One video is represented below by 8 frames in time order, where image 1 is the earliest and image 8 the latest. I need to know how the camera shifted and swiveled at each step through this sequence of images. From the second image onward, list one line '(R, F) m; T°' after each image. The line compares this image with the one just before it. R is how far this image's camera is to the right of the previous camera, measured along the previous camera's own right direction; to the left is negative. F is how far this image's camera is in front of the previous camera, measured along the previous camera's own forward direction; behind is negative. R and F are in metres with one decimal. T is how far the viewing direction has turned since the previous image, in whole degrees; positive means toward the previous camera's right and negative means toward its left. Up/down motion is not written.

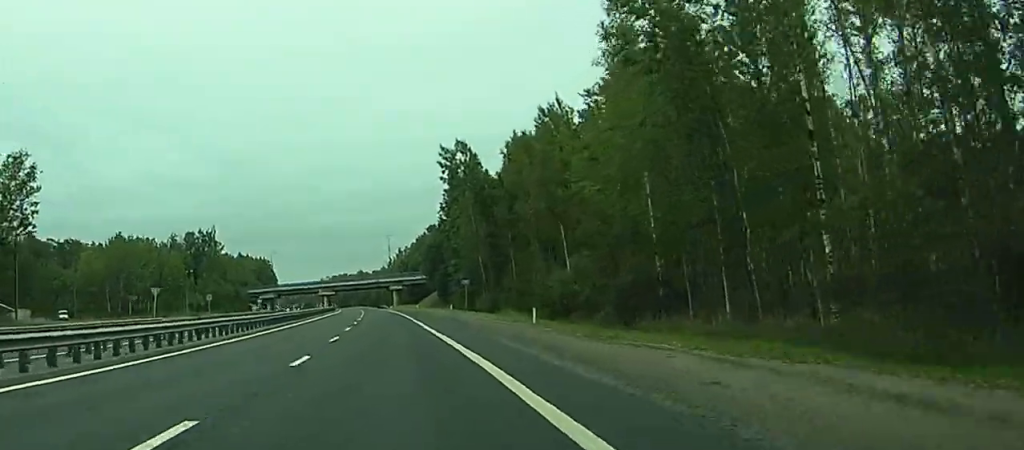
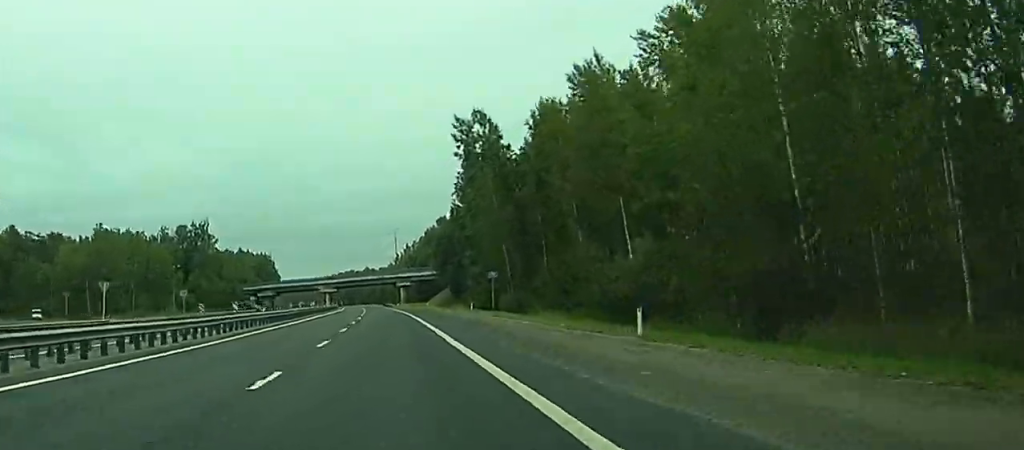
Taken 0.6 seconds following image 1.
(0.0, +17.0) m; 0°
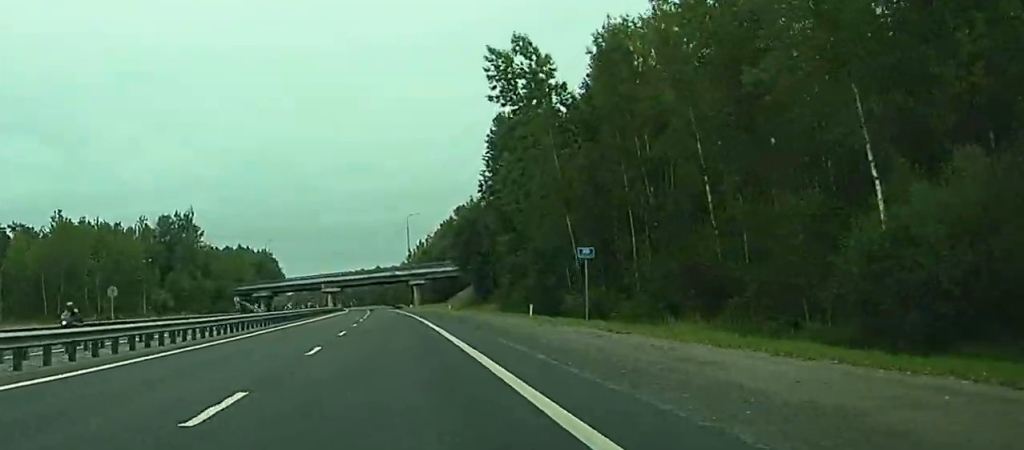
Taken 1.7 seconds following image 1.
(-0.3, +27.6) m; -2°
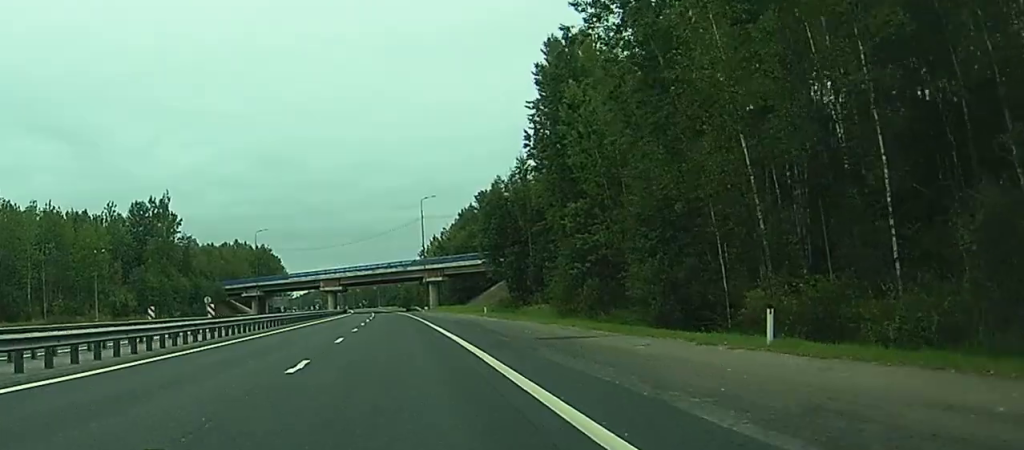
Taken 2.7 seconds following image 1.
(-0.7, +28.6) m; -2°
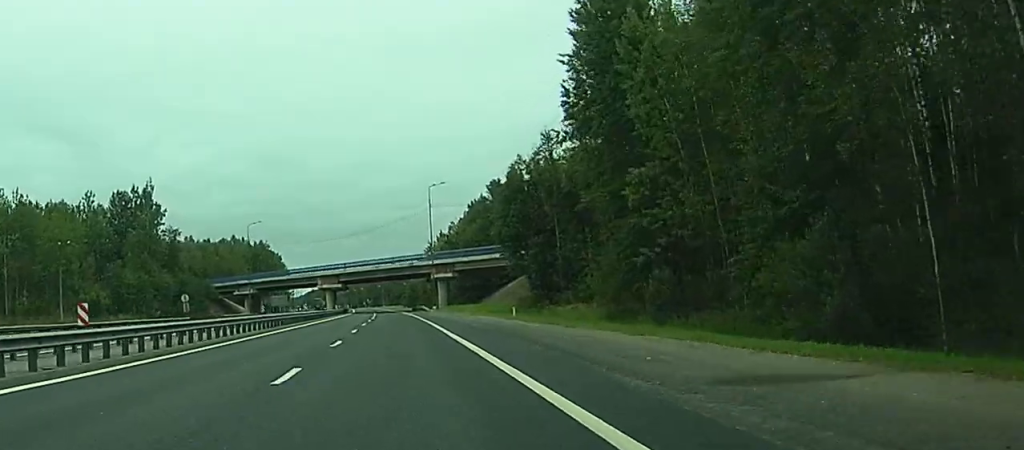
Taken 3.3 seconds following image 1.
(+0.1, +14.3) m; 0°
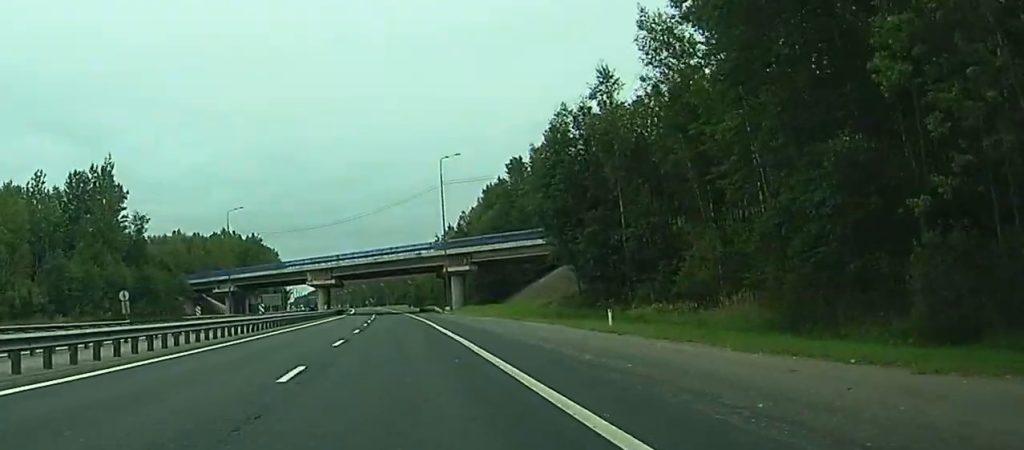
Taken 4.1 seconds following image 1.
(-0.2, +23.2) m; -1°
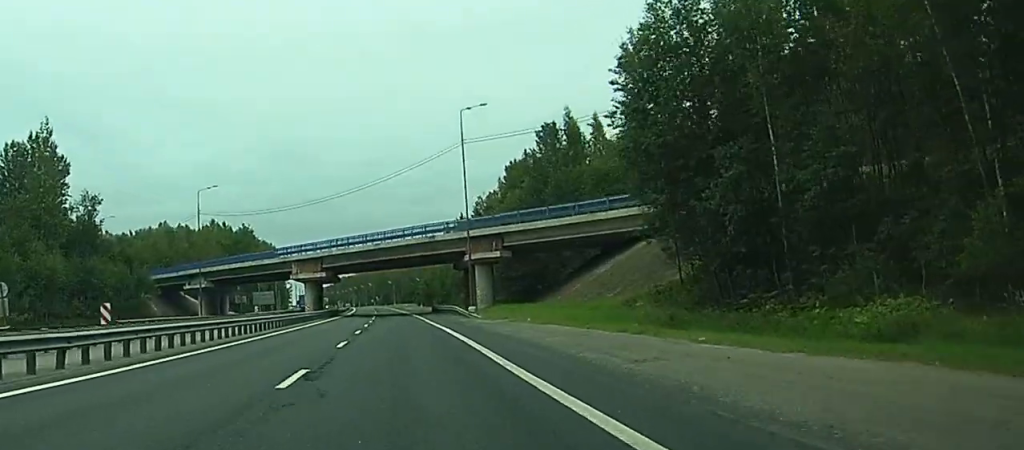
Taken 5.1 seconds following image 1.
(-0.1, +25.0) m; 0°
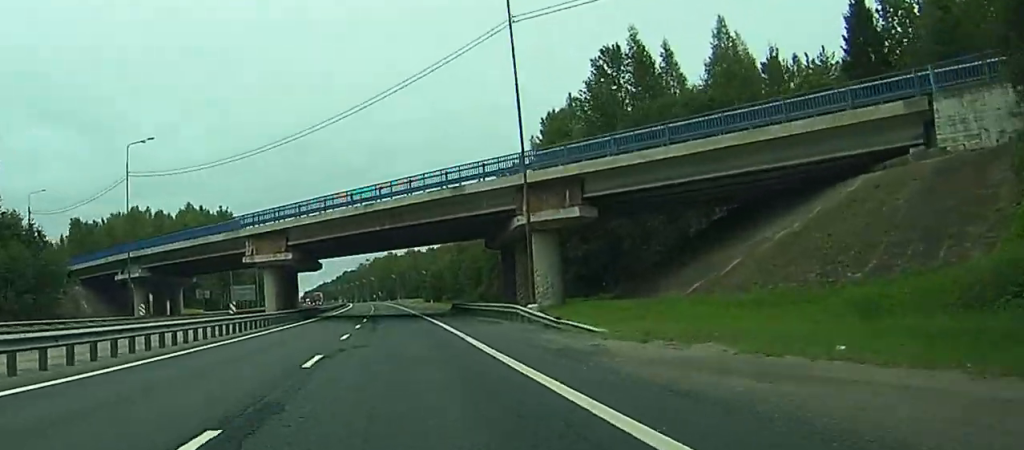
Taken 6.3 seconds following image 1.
(+0.1, +32.1) m; 0°
